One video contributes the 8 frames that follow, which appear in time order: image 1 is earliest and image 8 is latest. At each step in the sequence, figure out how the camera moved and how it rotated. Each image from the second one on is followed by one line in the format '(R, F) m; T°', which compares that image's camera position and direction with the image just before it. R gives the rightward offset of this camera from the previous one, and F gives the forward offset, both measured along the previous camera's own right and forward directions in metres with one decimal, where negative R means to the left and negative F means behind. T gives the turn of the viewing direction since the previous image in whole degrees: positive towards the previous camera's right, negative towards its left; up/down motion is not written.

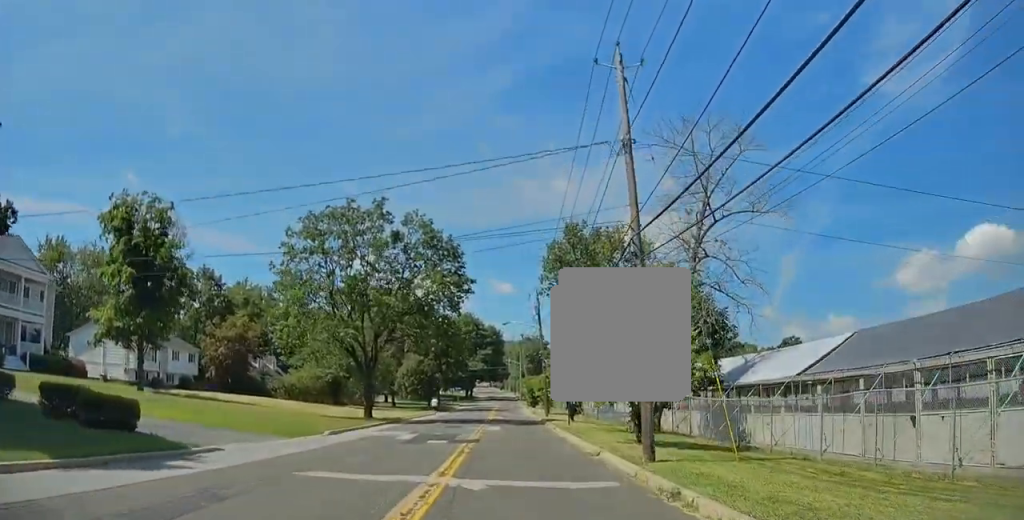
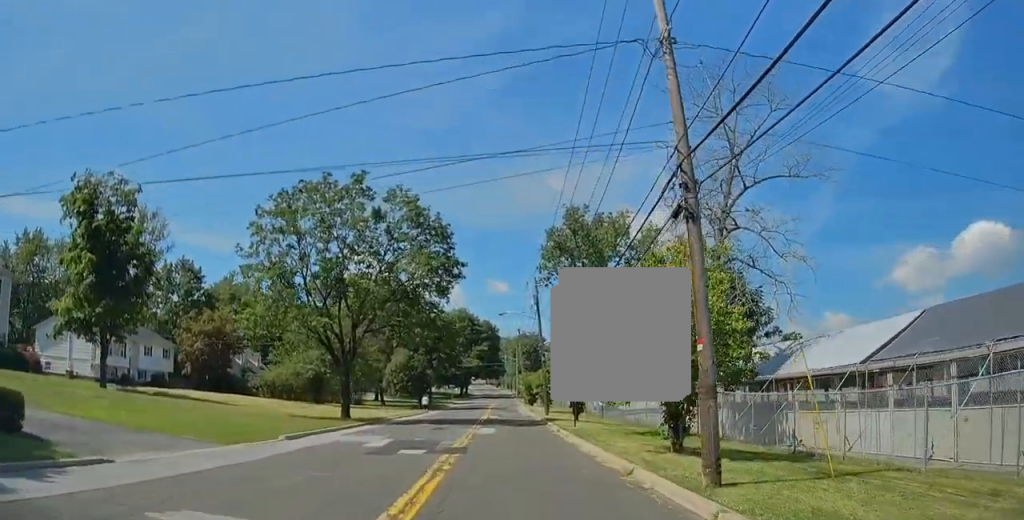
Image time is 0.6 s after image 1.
(+0.1, +4.8) m; +3°
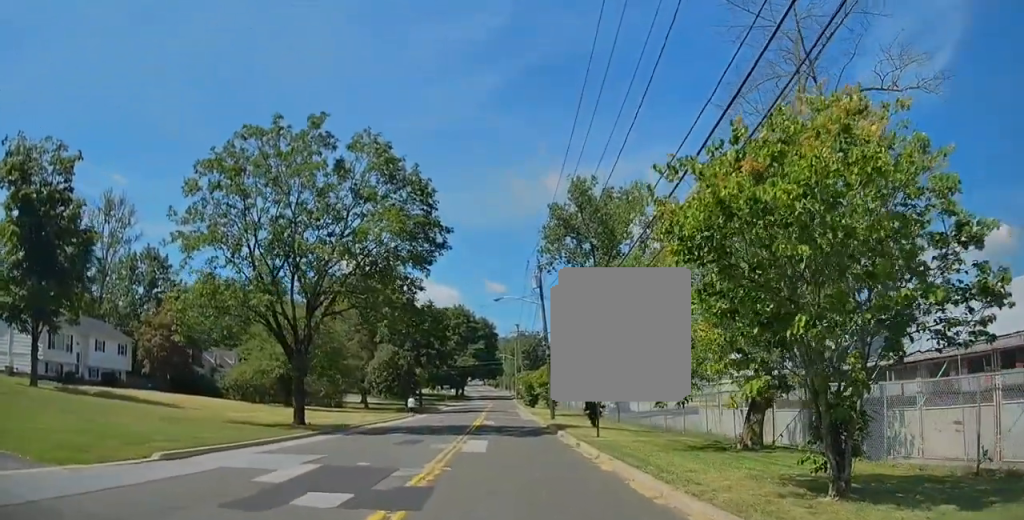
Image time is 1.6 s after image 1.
(+0.3, +7.9) m; +1°
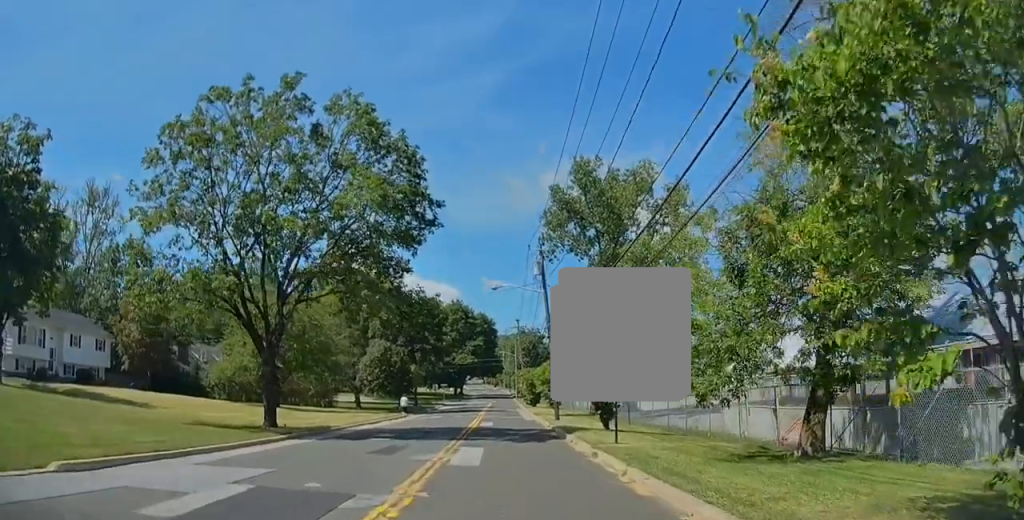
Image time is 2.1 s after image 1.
(0.0, +3.9) m; -1°
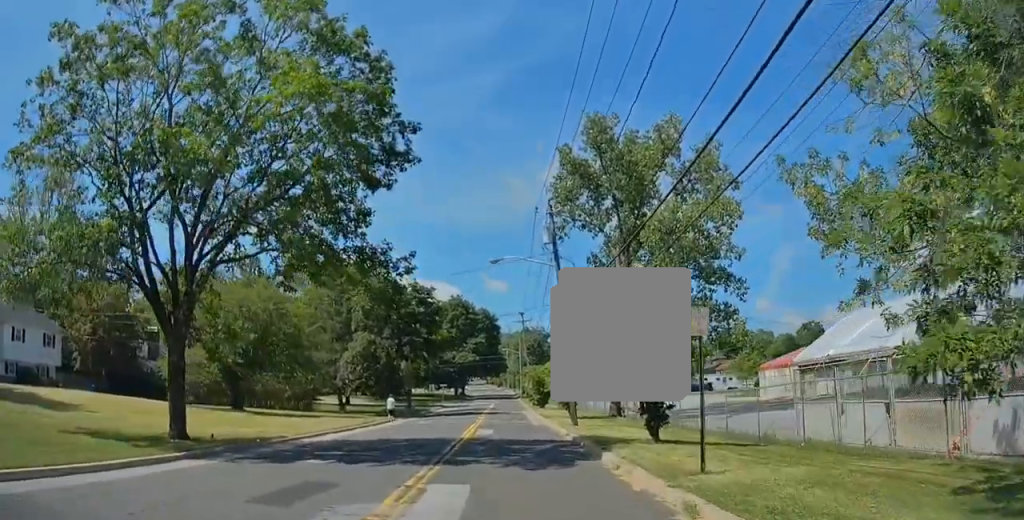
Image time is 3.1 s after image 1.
(-0.2, +8.0) m; -2°
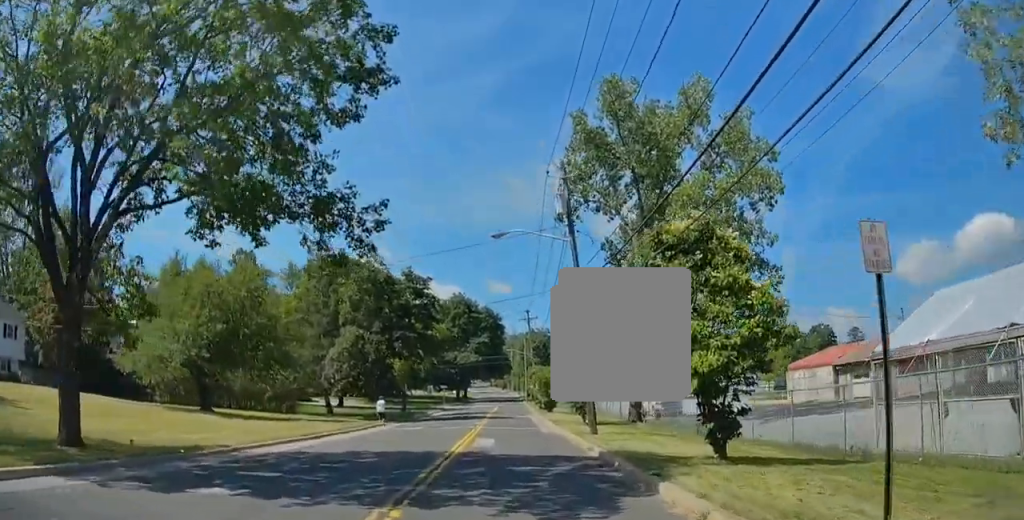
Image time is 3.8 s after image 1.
(0.0, +5.8) m; 0°
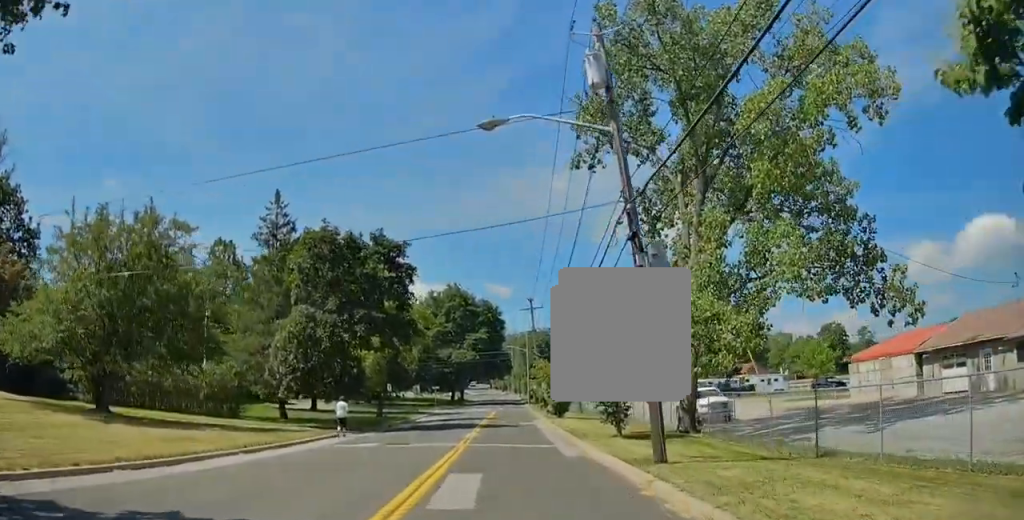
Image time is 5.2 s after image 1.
(0.0, +11.3) m; -1°
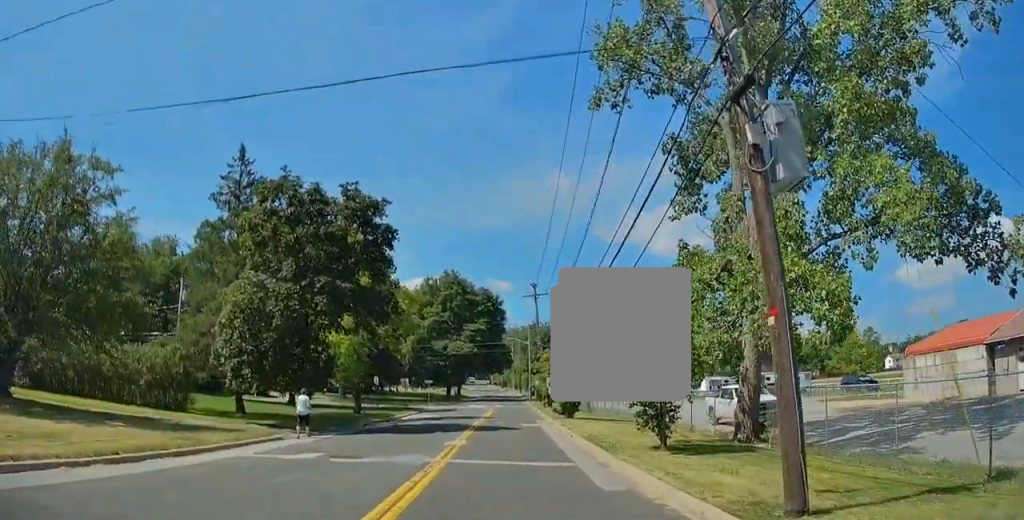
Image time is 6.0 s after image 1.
(0.0, +7.0) m; -1°
